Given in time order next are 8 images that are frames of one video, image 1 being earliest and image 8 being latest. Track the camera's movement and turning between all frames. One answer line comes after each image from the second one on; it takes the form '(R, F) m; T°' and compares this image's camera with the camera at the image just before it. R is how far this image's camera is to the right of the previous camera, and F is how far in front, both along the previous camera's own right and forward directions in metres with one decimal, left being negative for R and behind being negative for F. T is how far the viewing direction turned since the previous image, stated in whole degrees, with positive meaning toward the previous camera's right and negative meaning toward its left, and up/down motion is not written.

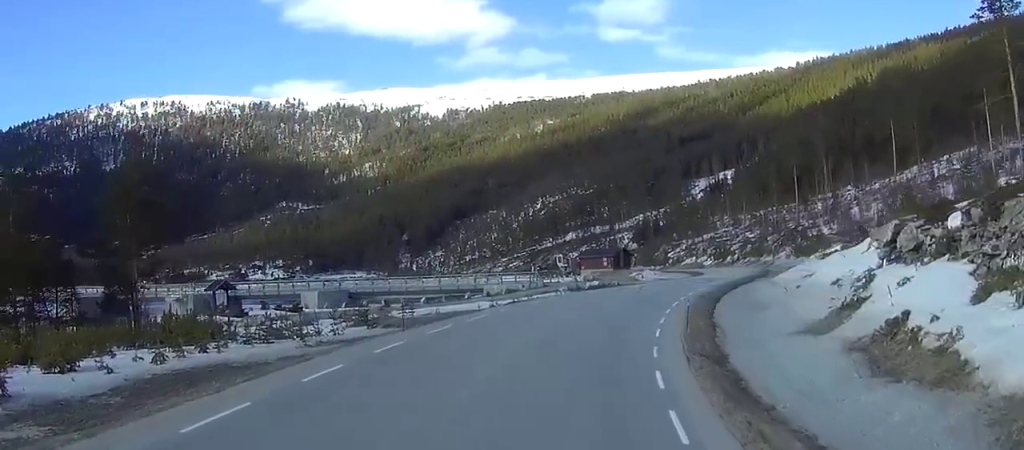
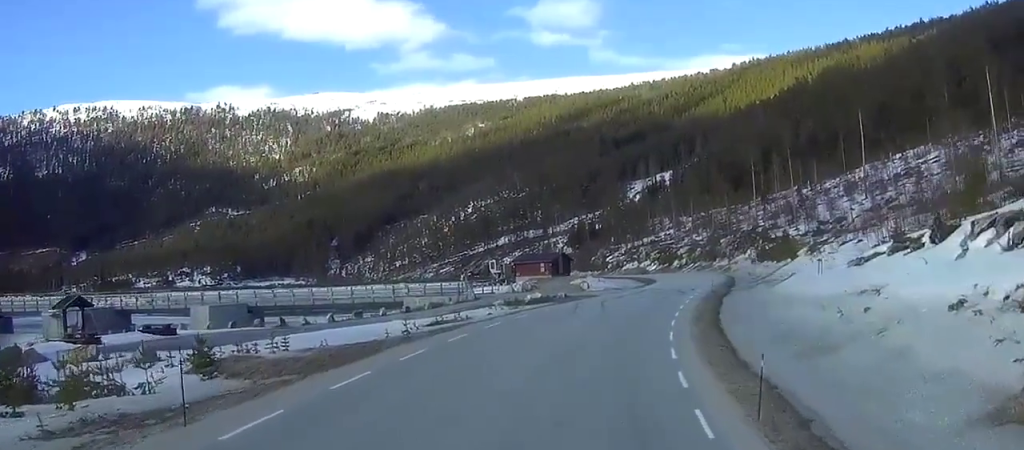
(+1.4, +18.4) m; +8°
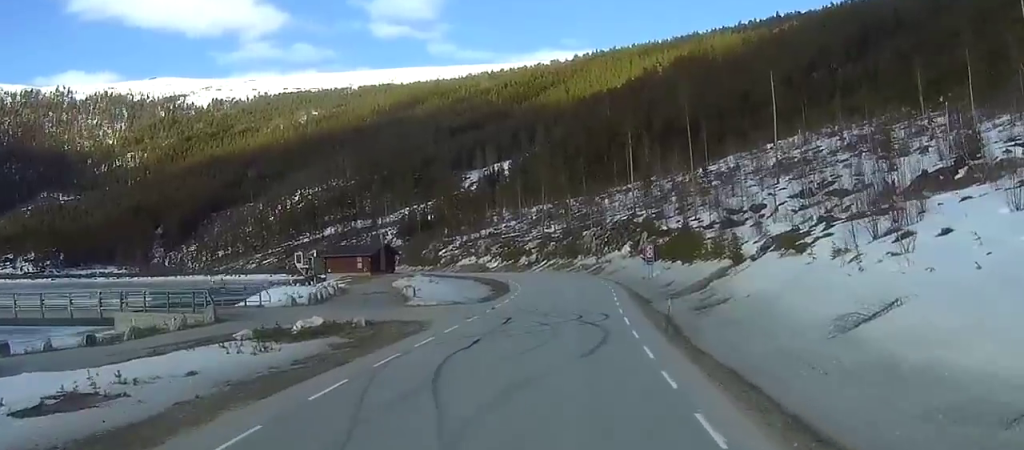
(+3.4, +38.1) m; +8°
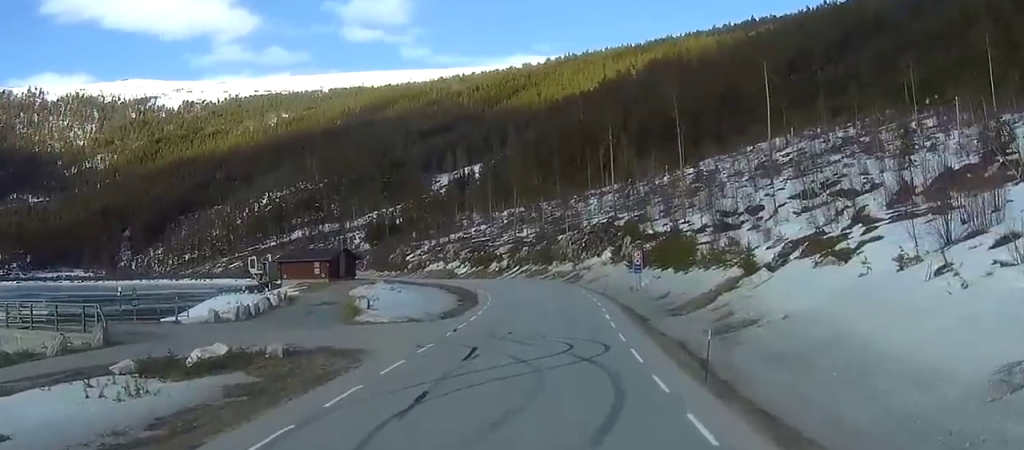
(+0.3, +11.1) m; +2°
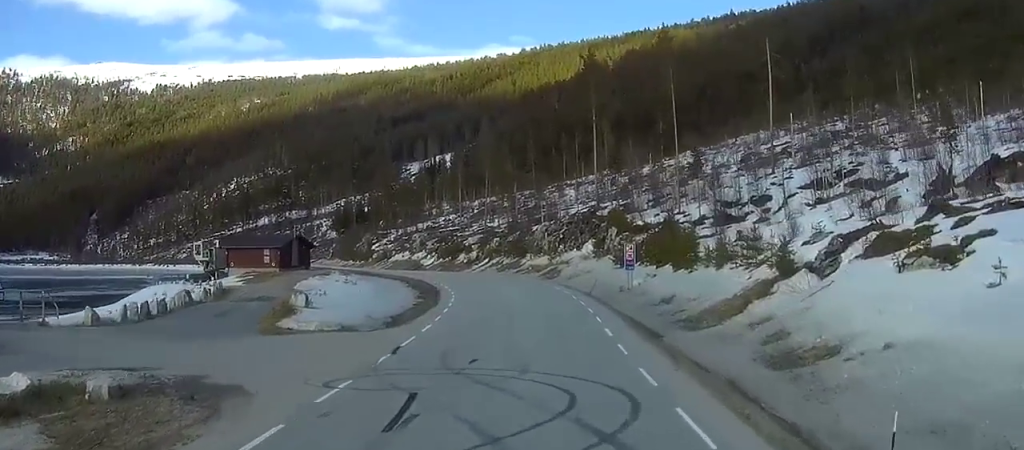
(+0.4, +12.6) m; +2°
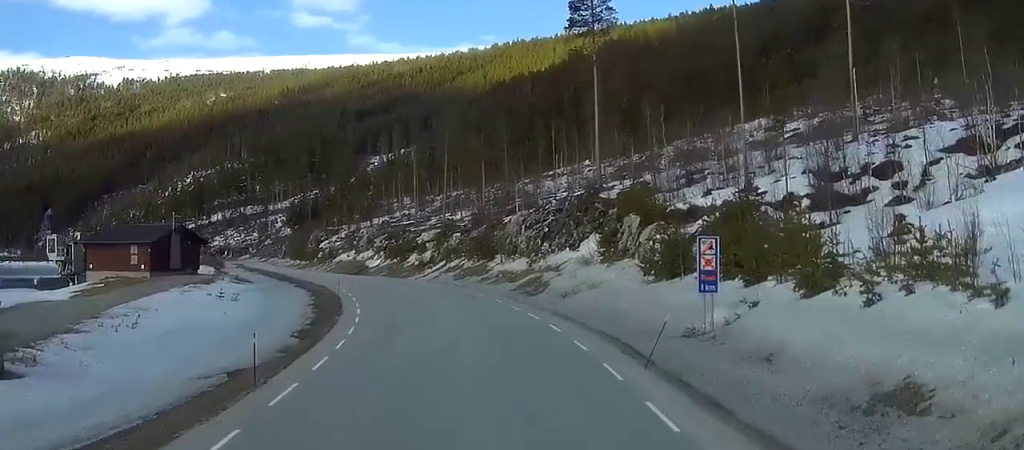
(+0.2, +35.7) m; +1°
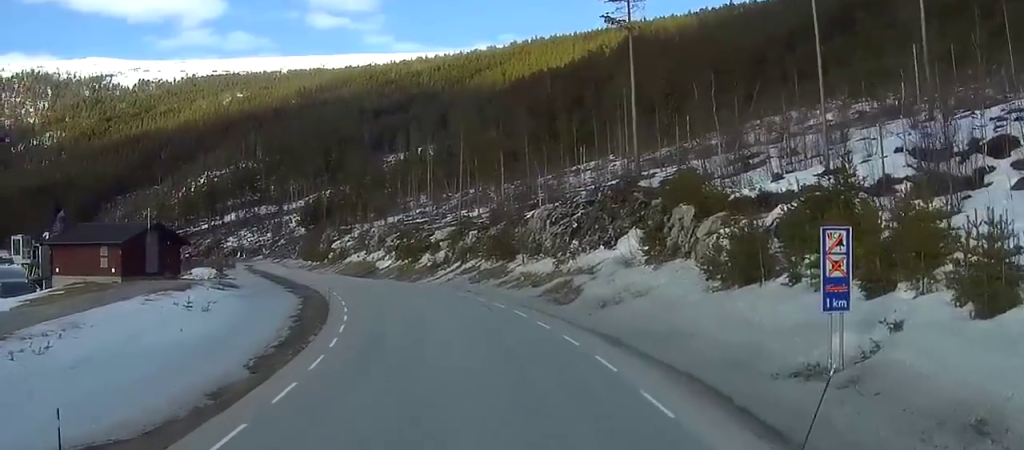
(0.0, +11.2) m; -1°
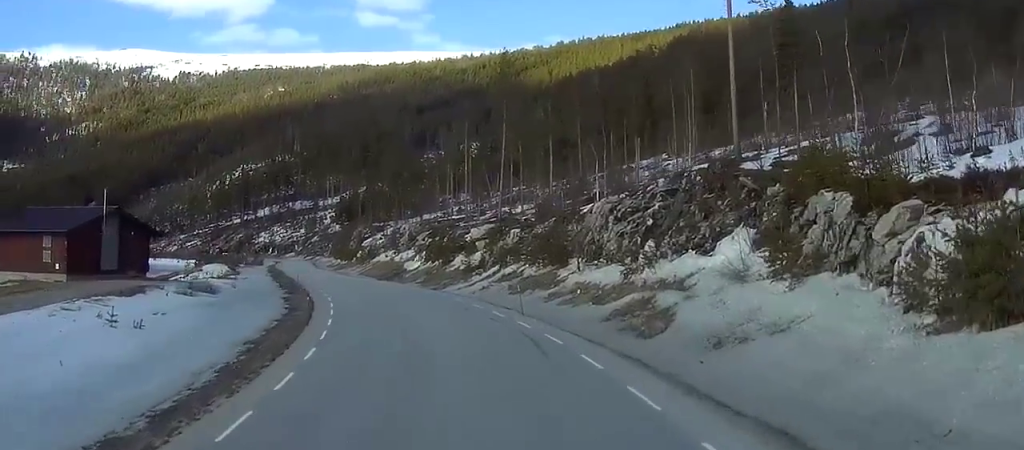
(-0.1, +17.0) m; -2°
